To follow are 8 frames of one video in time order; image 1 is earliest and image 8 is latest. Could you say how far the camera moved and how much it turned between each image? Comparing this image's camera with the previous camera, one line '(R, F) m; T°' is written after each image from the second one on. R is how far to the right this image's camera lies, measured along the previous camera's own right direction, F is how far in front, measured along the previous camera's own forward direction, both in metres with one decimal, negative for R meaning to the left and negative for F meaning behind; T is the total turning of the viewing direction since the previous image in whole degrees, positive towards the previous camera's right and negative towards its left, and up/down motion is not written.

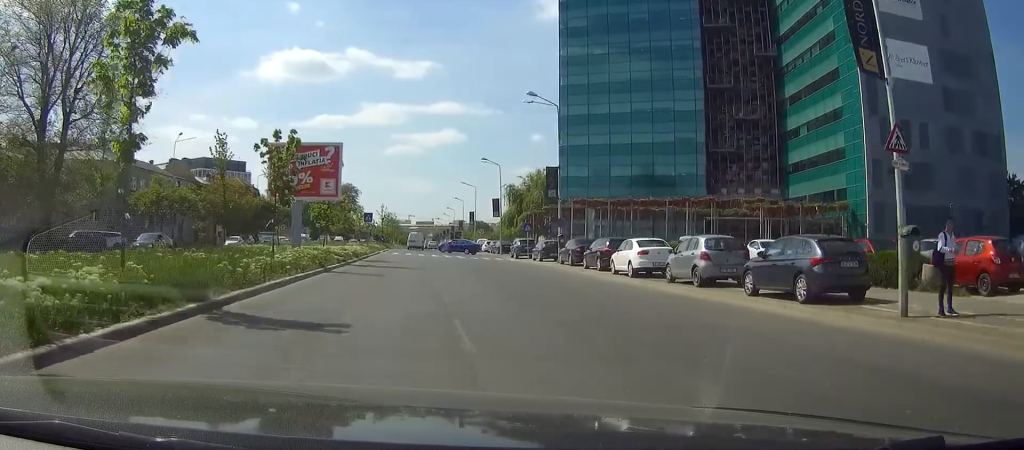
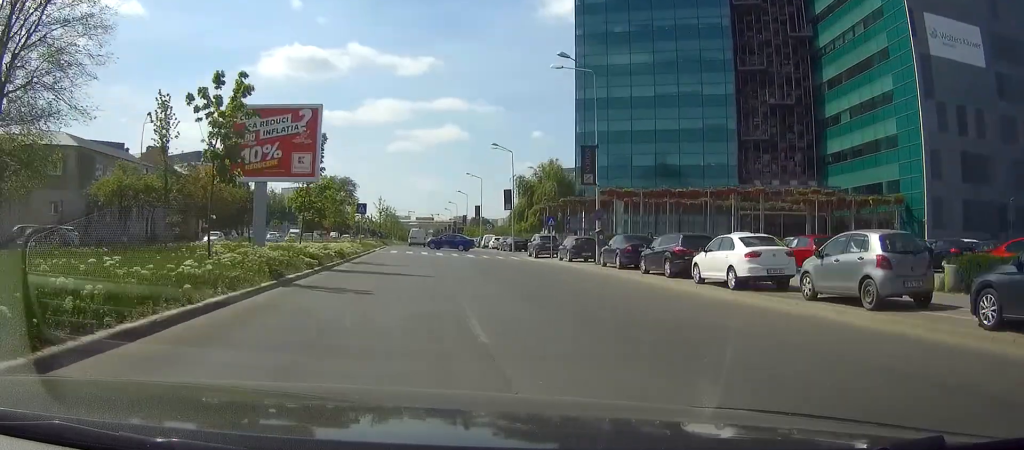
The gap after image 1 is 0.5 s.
(-0.2, +8.8) m; -1°
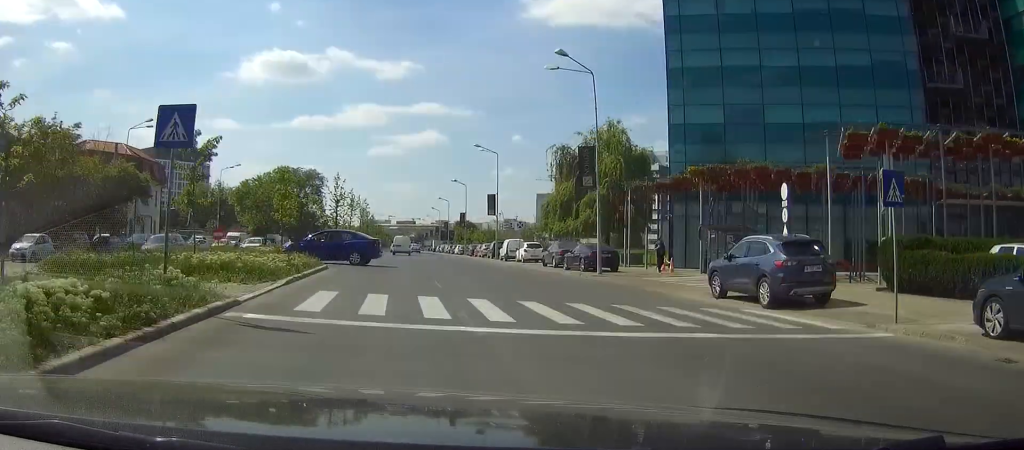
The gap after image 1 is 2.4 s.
(+0.2, +35.5) m; +1°
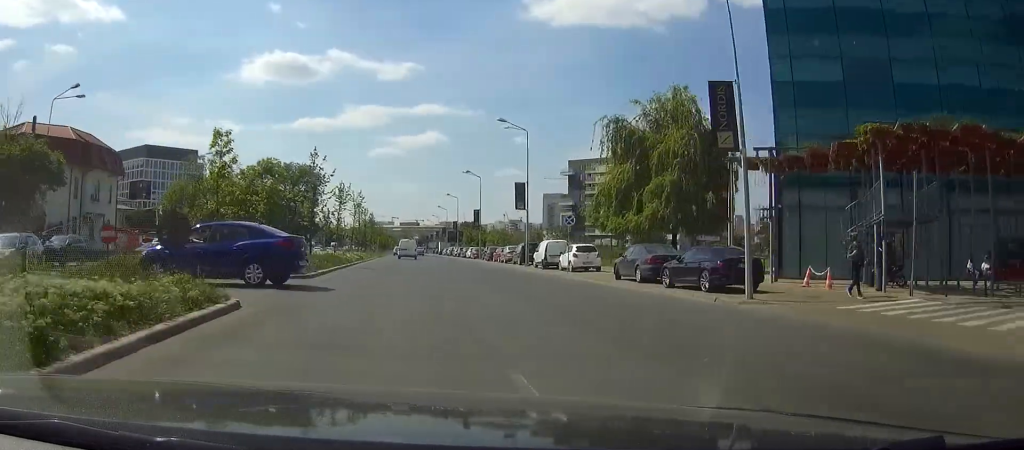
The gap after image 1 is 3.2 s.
(+0.1, +14.6) m; +1°
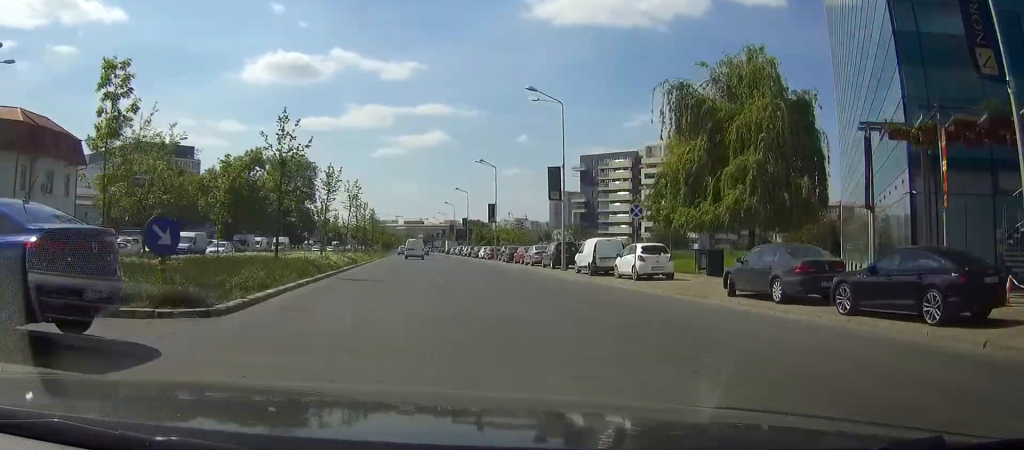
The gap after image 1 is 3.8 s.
(0.0, +10.4) m; 0°
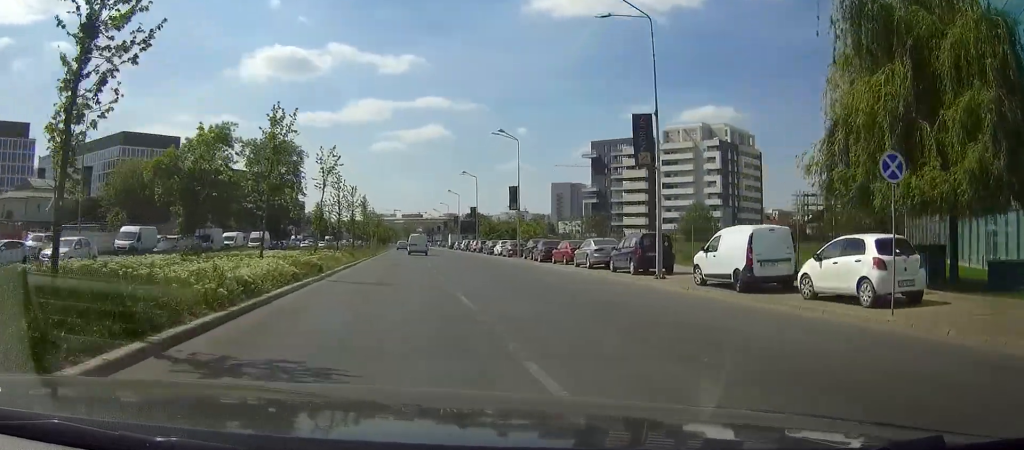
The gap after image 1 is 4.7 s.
(+0.1, +15.6) m; +1°
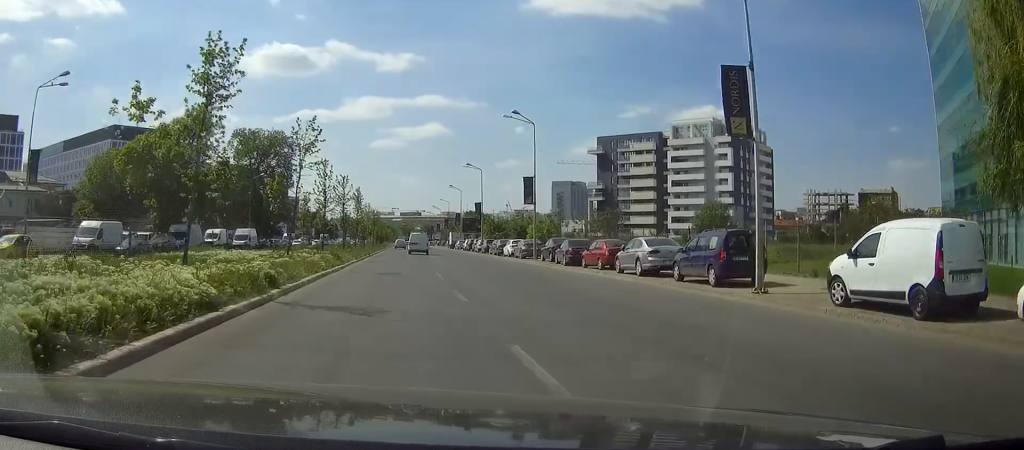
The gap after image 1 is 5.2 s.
(+0.1, +7.6) m; 0°
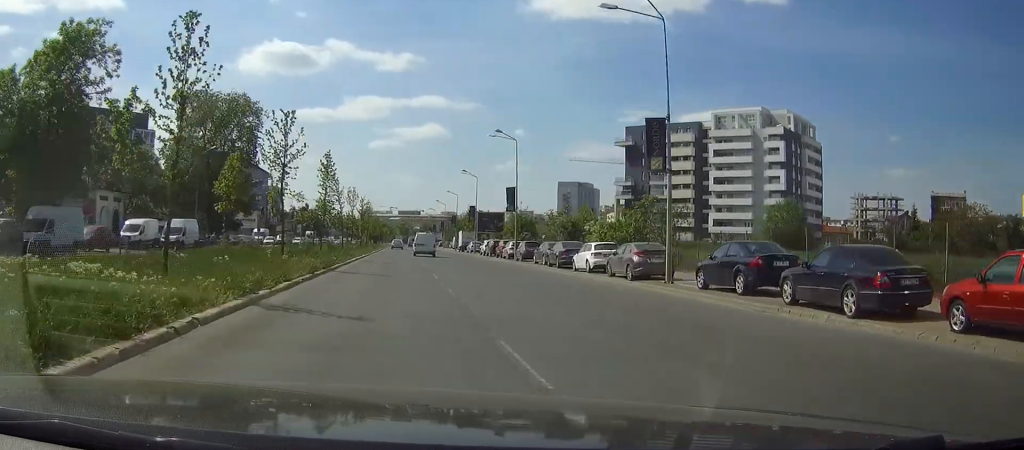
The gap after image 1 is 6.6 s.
(+0.1, +25.9) m; 0°
